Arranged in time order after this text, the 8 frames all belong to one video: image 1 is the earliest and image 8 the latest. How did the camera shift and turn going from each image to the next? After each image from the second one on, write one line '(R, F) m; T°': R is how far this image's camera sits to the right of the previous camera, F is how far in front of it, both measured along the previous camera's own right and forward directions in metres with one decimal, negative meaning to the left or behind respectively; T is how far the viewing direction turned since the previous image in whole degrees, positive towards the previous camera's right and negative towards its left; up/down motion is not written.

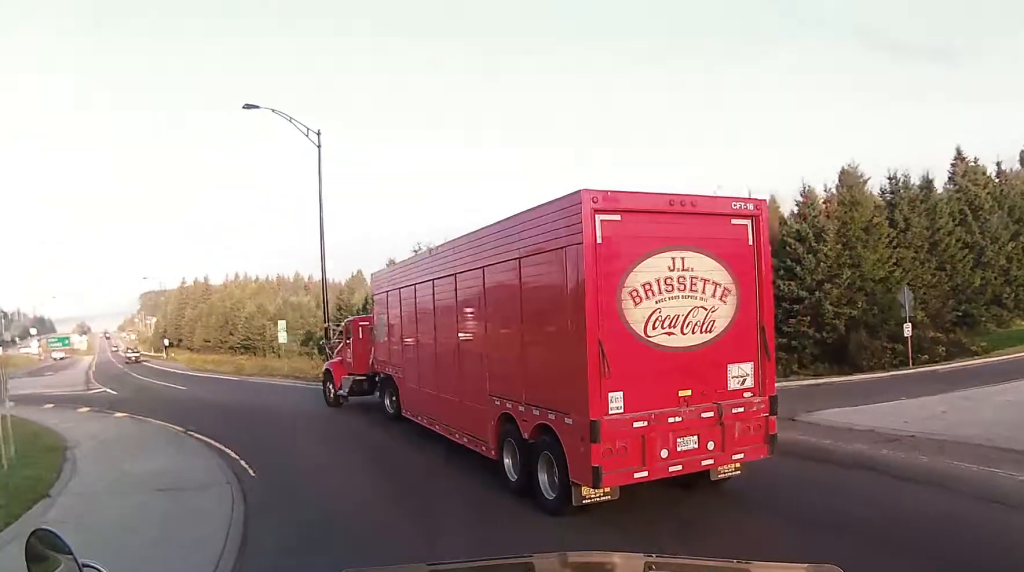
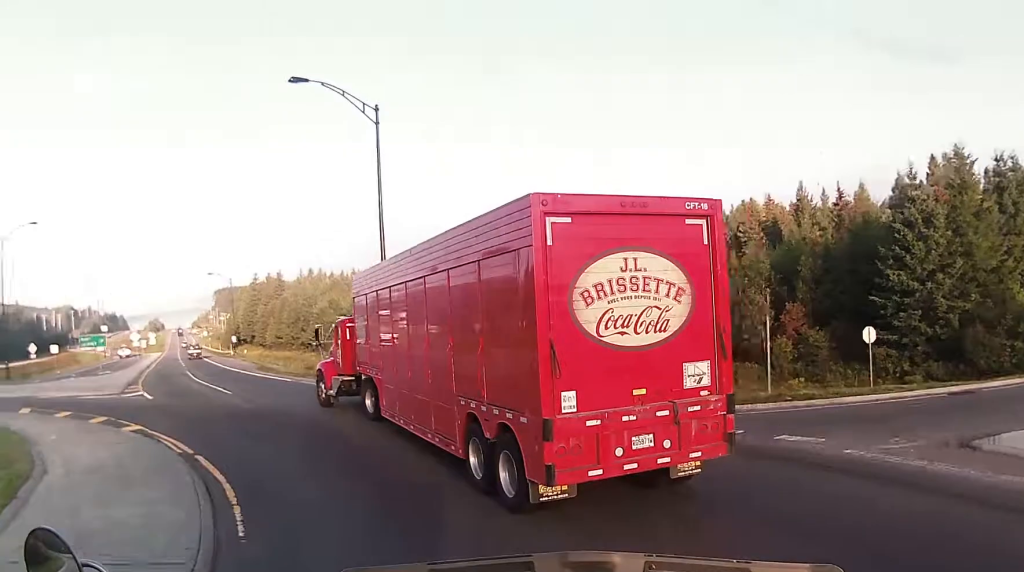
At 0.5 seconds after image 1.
(-0.2, +3.8) m; -7°
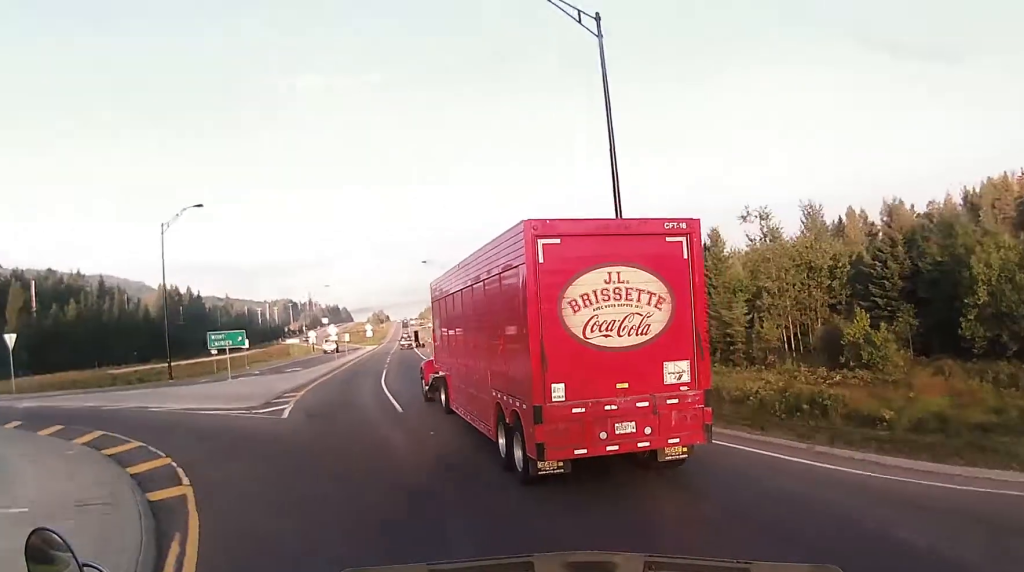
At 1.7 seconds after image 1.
(-1.7, +8.7) m; -21°
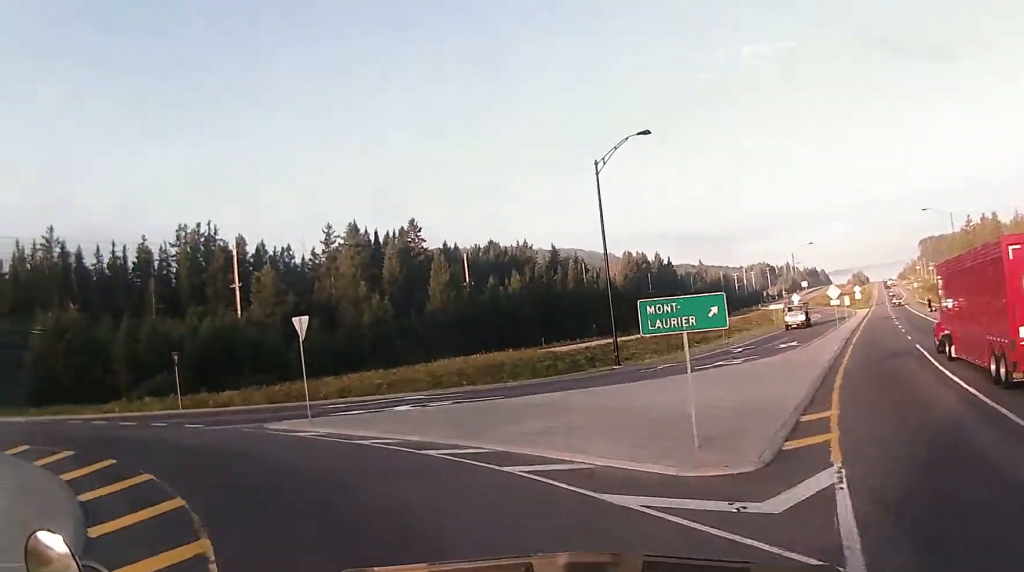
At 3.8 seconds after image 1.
(-4.9, +14.1) m; -42°
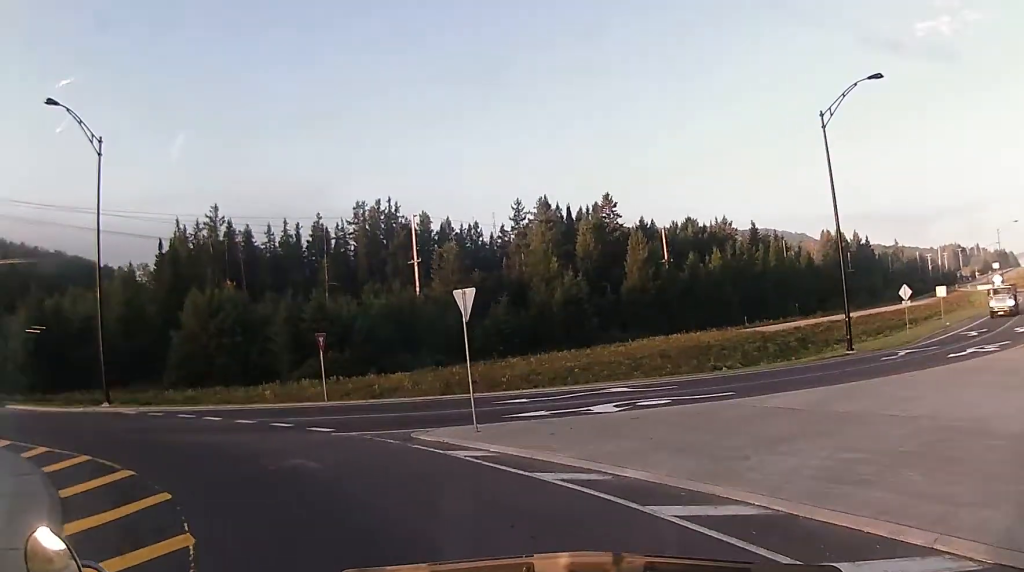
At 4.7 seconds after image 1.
(-1.1, +6.2) m; -26°
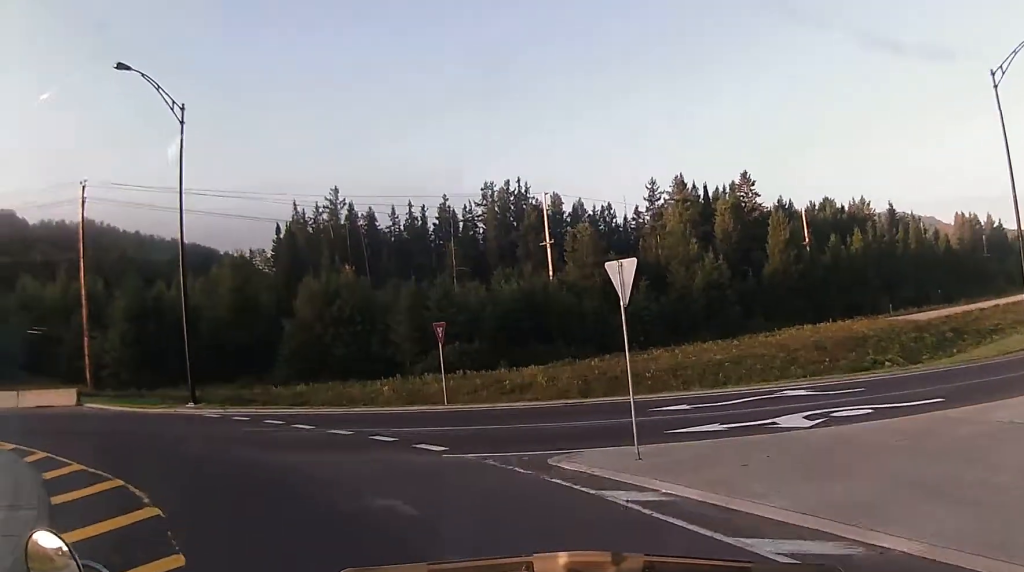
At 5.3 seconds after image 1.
(+0.2, +4.1) m; -21°
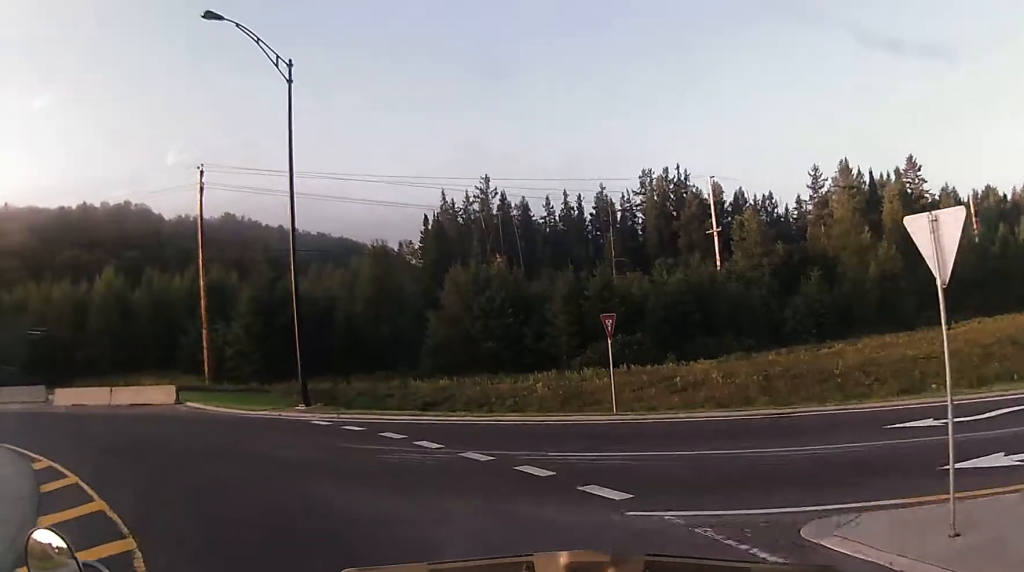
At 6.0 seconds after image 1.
(-2.2, +4.2) m; -22°
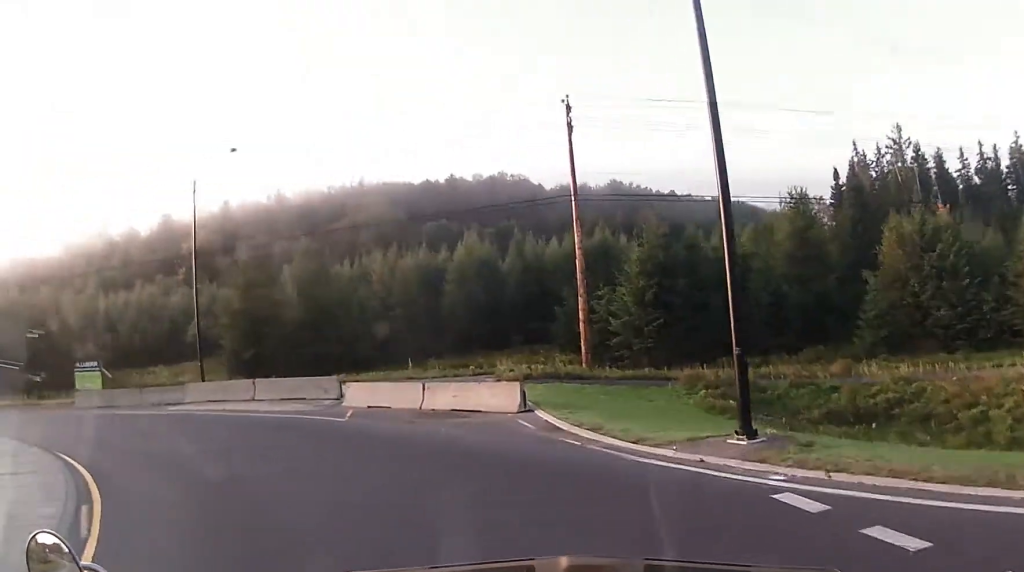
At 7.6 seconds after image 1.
(-1.6, +10.8) m; -9°
